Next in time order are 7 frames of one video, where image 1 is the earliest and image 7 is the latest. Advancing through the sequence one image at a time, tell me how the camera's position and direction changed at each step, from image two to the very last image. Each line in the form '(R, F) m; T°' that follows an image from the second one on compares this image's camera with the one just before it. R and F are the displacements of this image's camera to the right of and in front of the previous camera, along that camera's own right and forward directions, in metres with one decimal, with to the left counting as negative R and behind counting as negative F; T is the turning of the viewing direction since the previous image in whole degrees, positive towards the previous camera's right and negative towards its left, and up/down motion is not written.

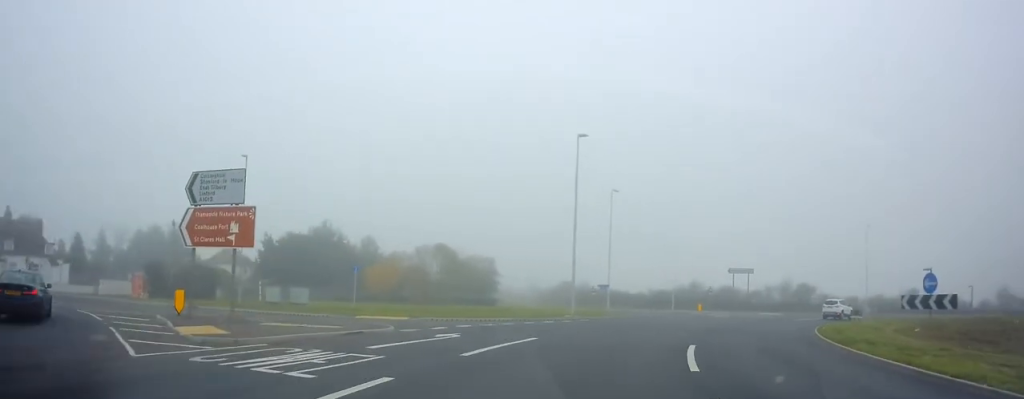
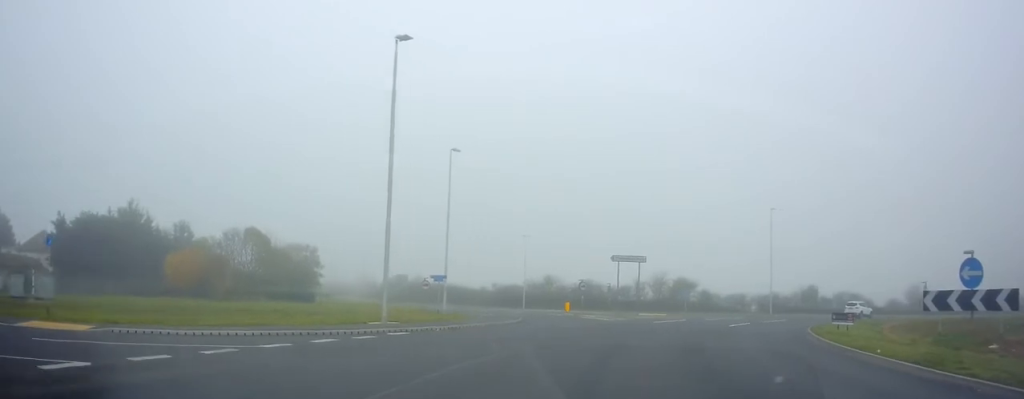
(+2.4, +14.5) m; +16°
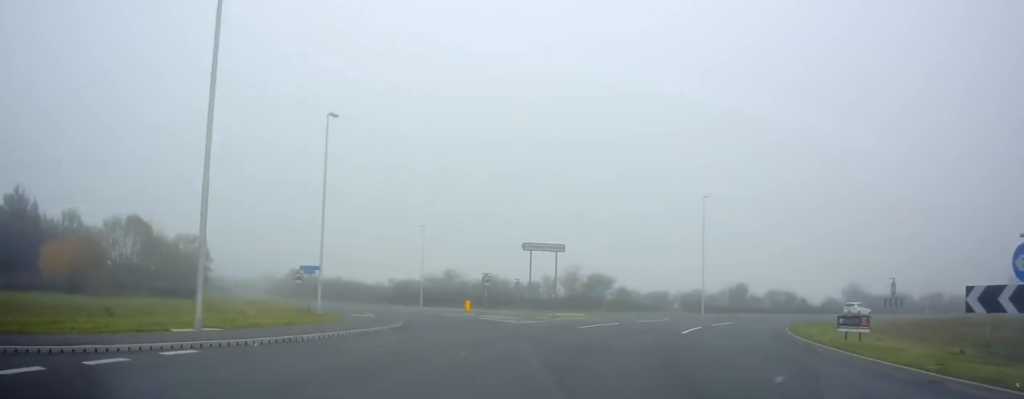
(+0.6, +7.6) m; +7°
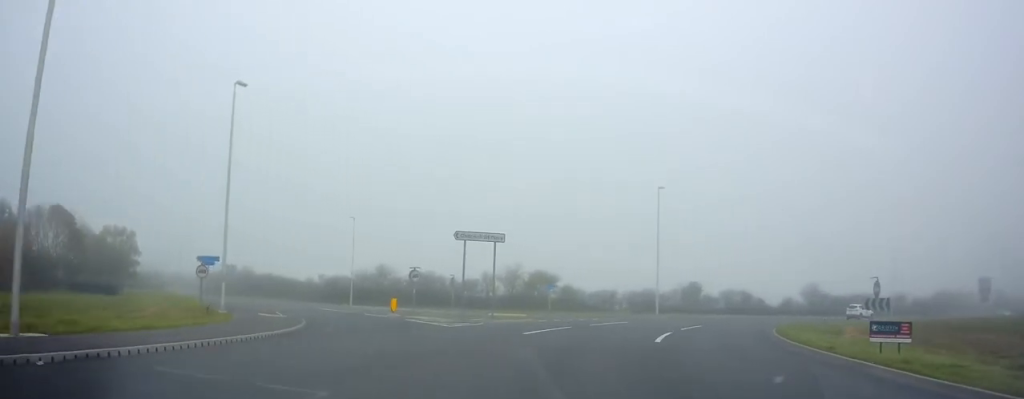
(+0.2, +5.1) m; +6°
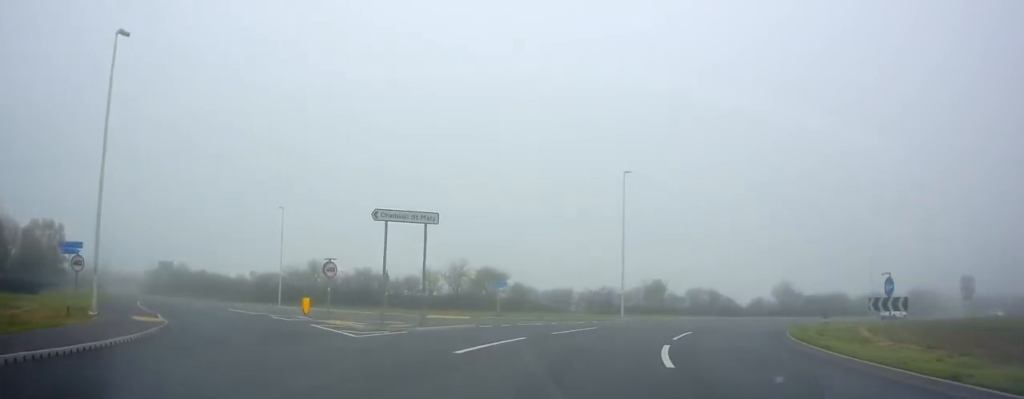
(+0.3, +6.8) m; +8°
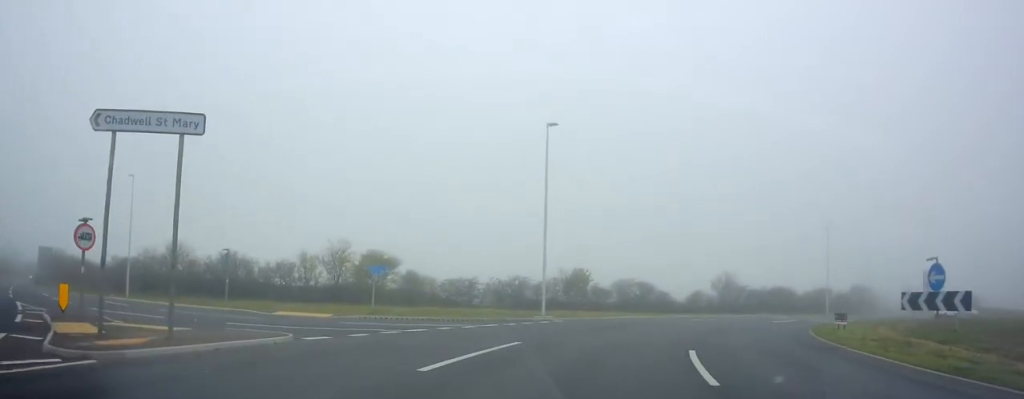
(+1.0, +11.8) m; +6°
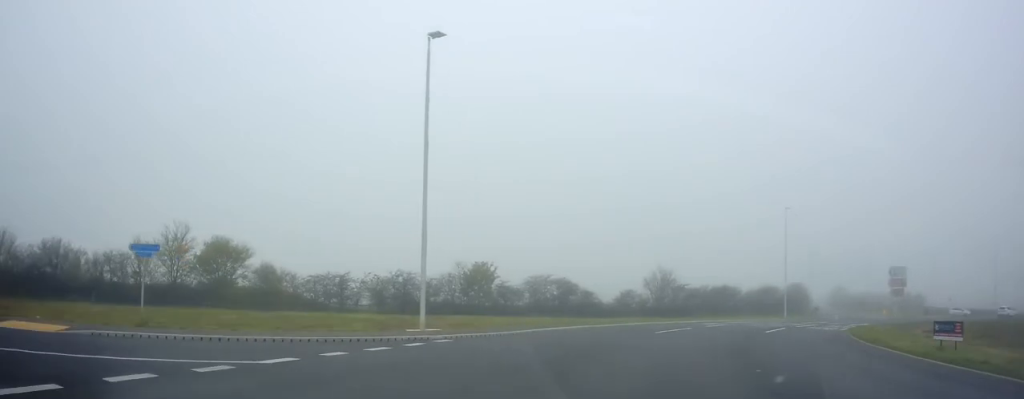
(+1.3, +13.0) m; +12°
